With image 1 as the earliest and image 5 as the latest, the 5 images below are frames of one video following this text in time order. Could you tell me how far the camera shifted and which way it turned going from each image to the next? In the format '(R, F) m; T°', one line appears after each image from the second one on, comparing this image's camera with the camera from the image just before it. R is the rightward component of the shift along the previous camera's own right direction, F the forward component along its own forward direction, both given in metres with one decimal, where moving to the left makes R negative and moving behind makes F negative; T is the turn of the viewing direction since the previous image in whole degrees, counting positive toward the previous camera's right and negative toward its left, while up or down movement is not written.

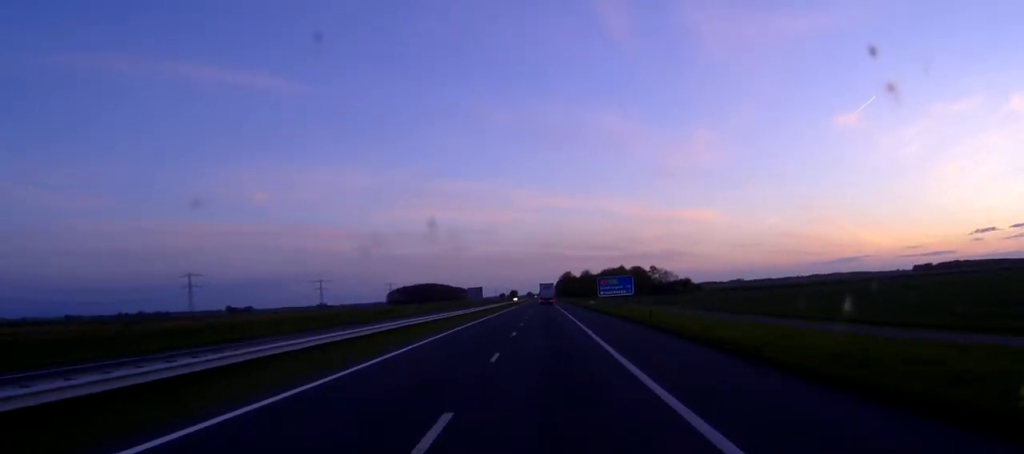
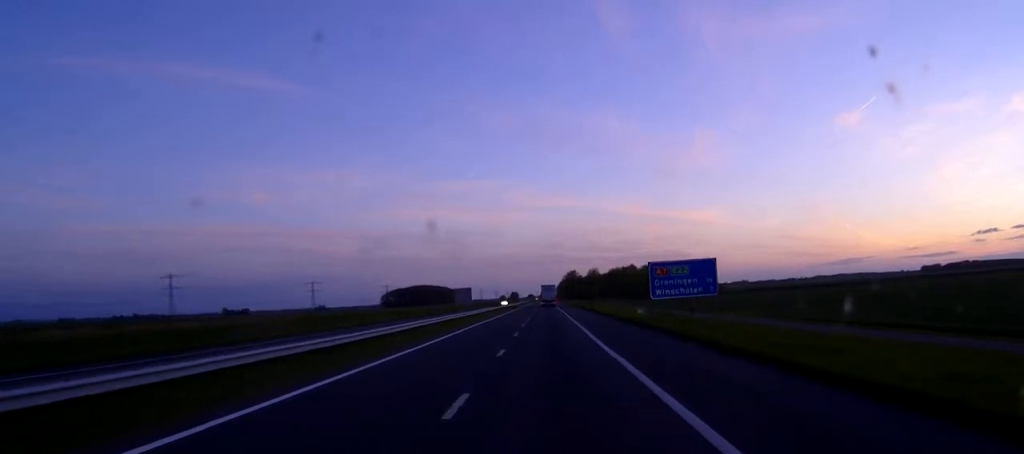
(-0.1, +45.2) m; 0°
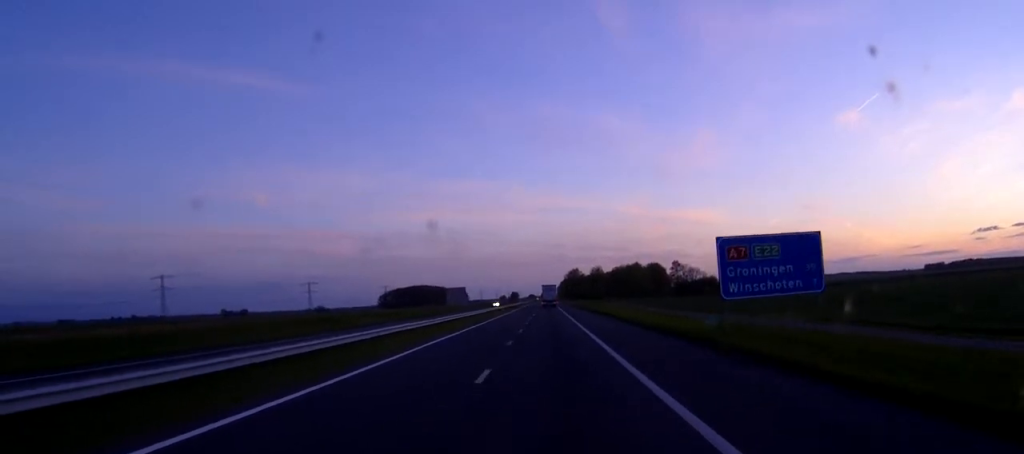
(+0.1, +19.0) m; 0°
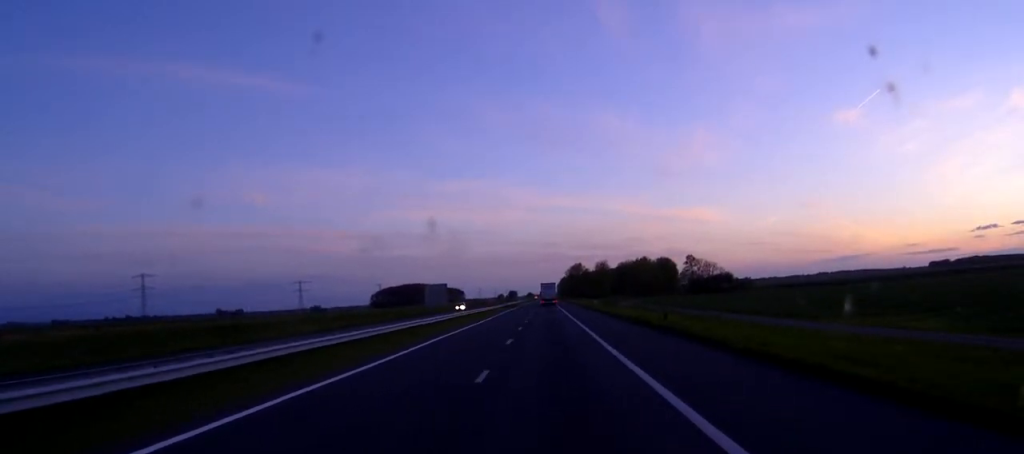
(-0.1, +36.1) m; 0°
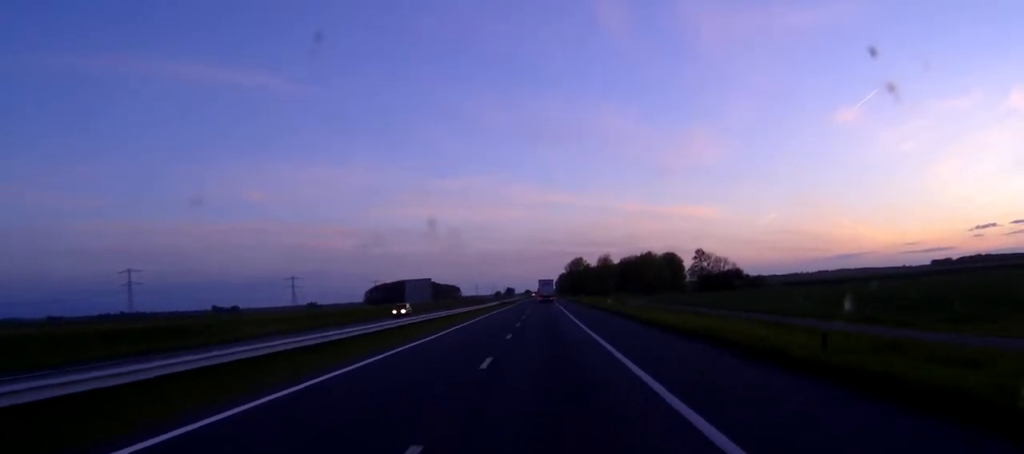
(+0.1, +21.6) m; 0°
